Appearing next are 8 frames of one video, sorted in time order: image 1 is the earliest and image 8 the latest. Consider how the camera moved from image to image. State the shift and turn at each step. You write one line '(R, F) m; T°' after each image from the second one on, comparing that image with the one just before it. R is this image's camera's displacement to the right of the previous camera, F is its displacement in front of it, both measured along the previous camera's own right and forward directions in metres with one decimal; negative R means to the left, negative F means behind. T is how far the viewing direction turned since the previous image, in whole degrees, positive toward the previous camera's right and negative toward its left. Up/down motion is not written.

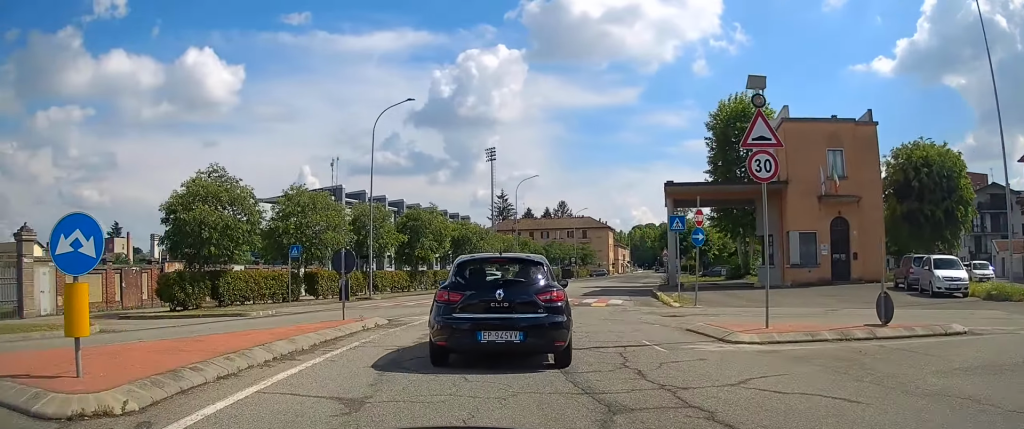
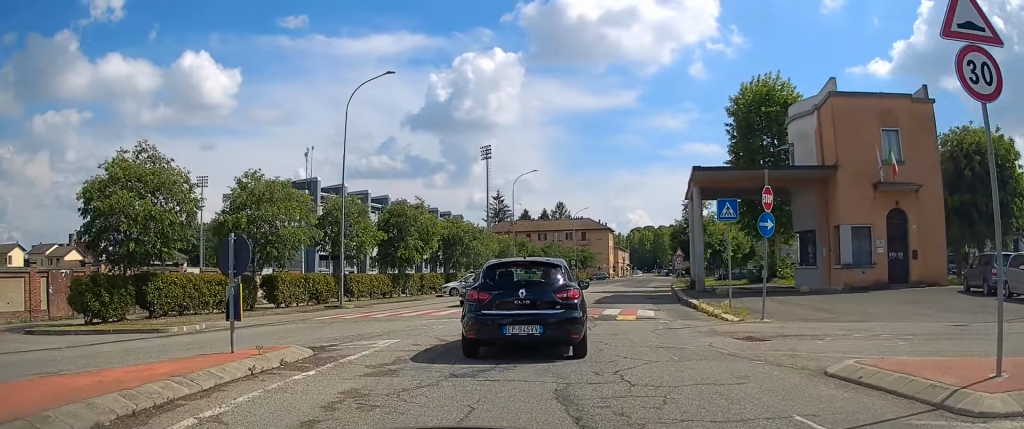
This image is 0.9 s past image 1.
(-0.2, +6.0) m; -1°
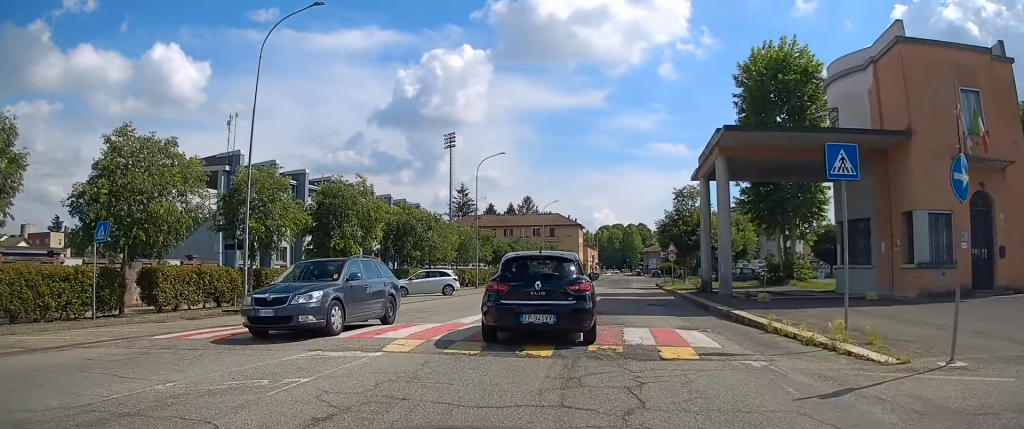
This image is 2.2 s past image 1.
(+0.1, +8.1) m; +2°
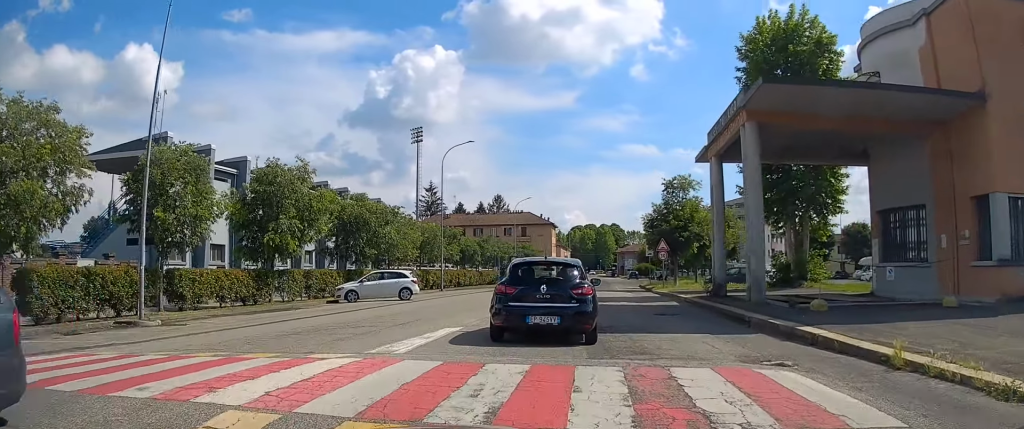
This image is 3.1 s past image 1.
(+0.1, +5.5) m; +2°
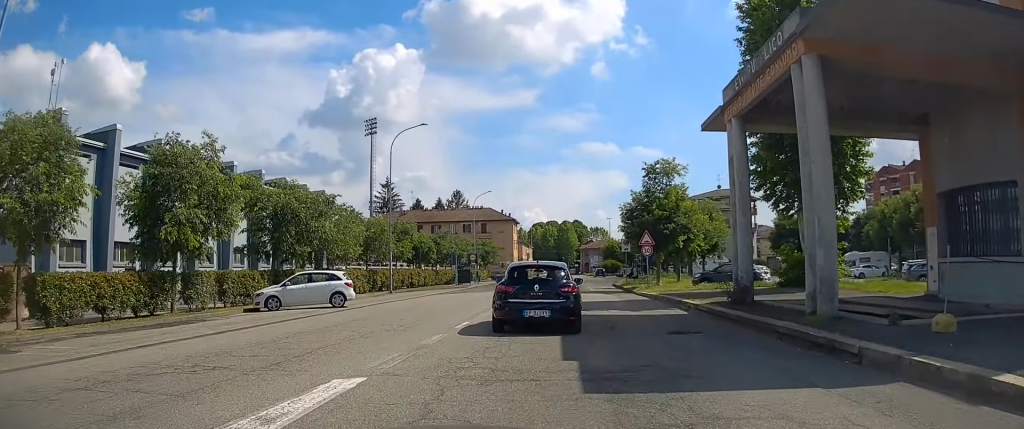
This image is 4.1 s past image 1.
(+0.2, +6.0) m; +3°
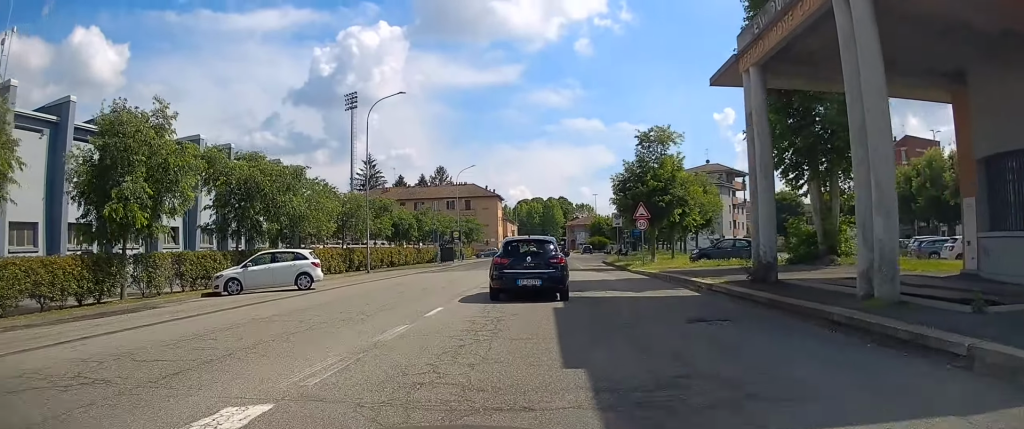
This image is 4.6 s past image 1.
(0.0, +2.6) m; +1°
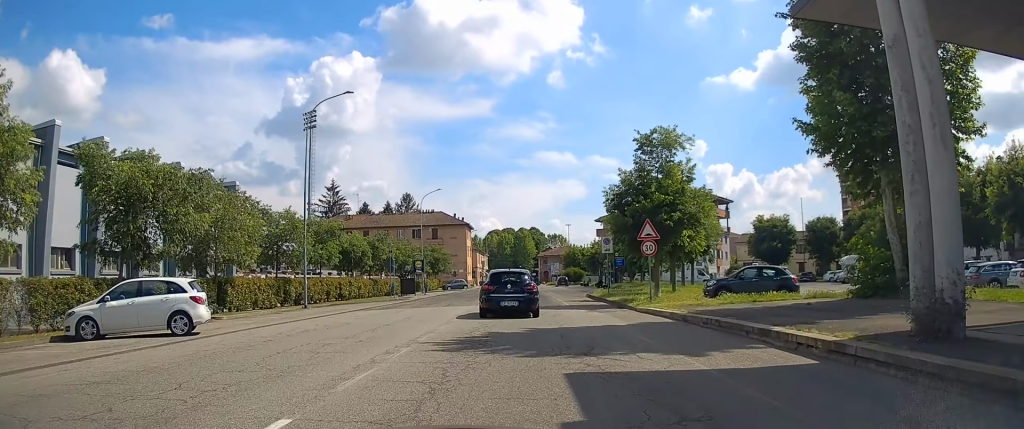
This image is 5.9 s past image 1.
(+0.3, +7.9) m; +4°
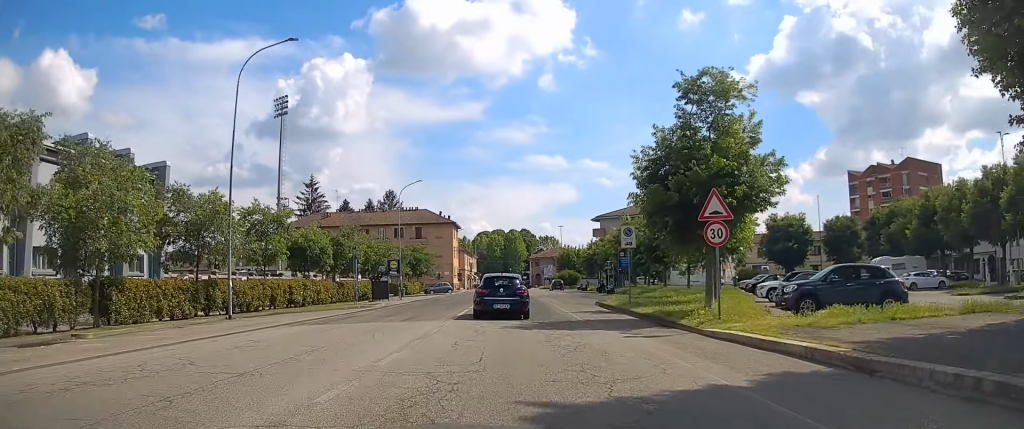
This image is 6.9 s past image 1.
(+0.2, +8.6) m; +1°
